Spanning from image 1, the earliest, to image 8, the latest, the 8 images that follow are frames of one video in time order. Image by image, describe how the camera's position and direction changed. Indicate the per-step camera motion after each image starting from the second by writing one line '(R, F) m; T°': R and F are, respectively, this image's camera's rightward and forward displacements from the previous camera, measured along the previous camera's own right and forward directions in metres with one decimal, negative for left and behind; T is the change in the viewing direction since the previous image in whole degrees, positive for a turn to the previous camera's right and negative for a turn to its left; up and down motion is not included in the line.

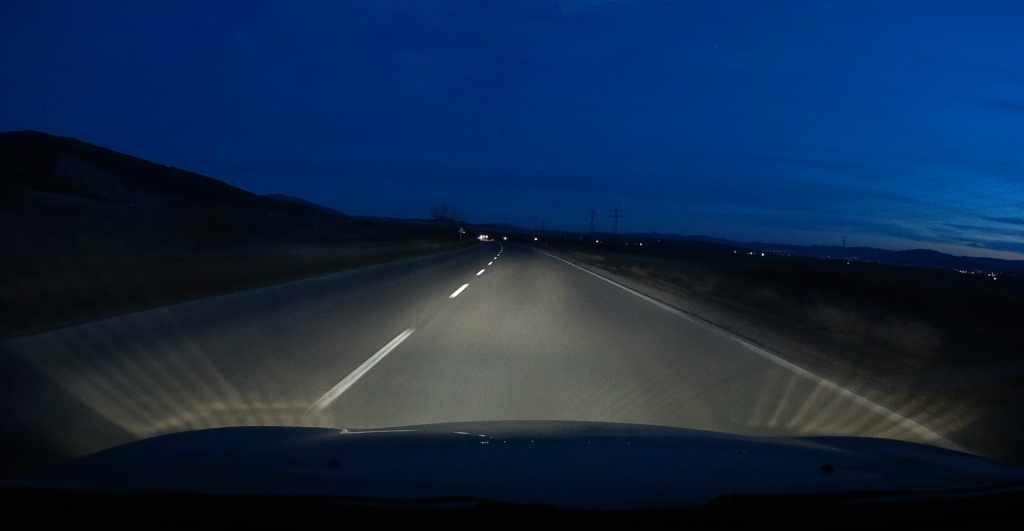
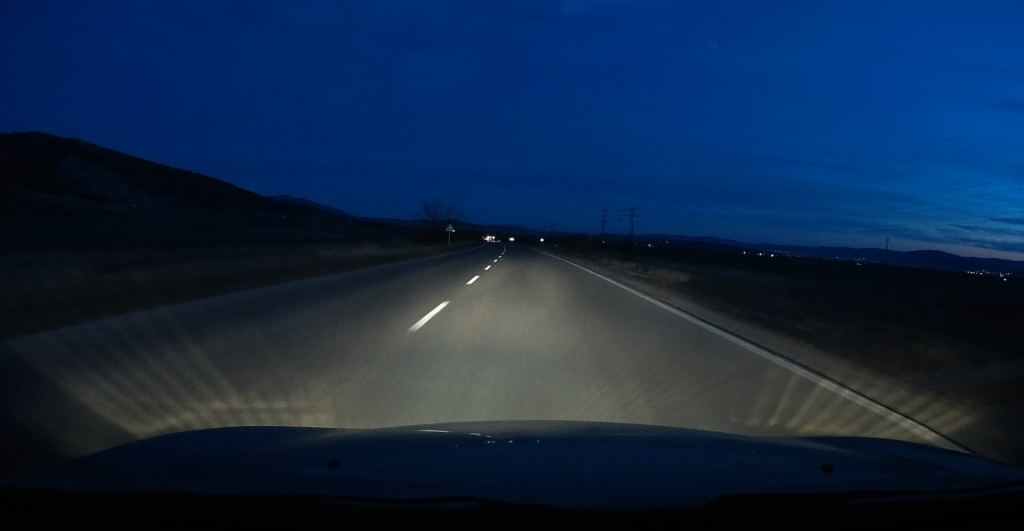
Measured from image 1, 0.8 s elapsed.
(-0.3, +19.2) m; -1°
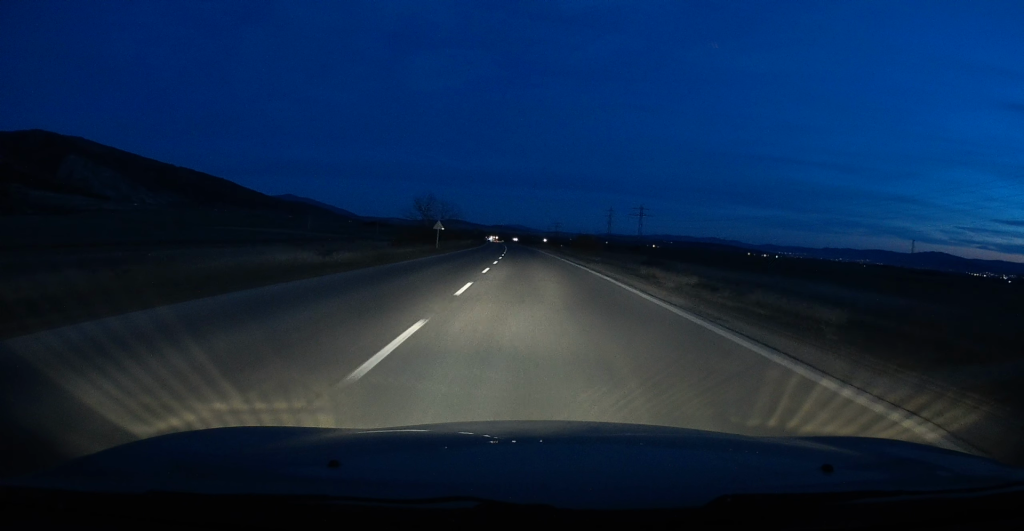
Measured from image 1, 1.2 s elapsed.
(0.0, +10.4) m; 0°
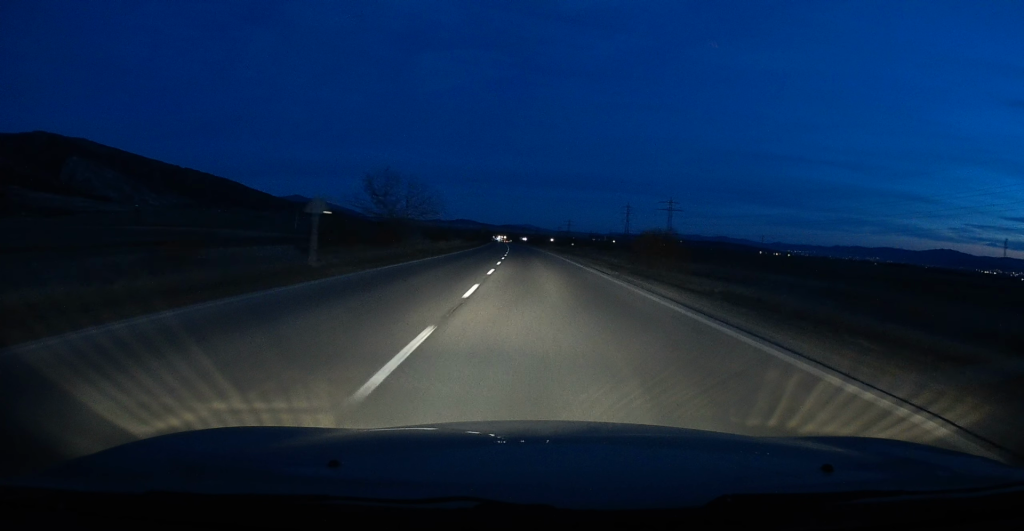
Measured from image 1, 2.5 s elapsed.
(+0.1, +31.3) m; -1°
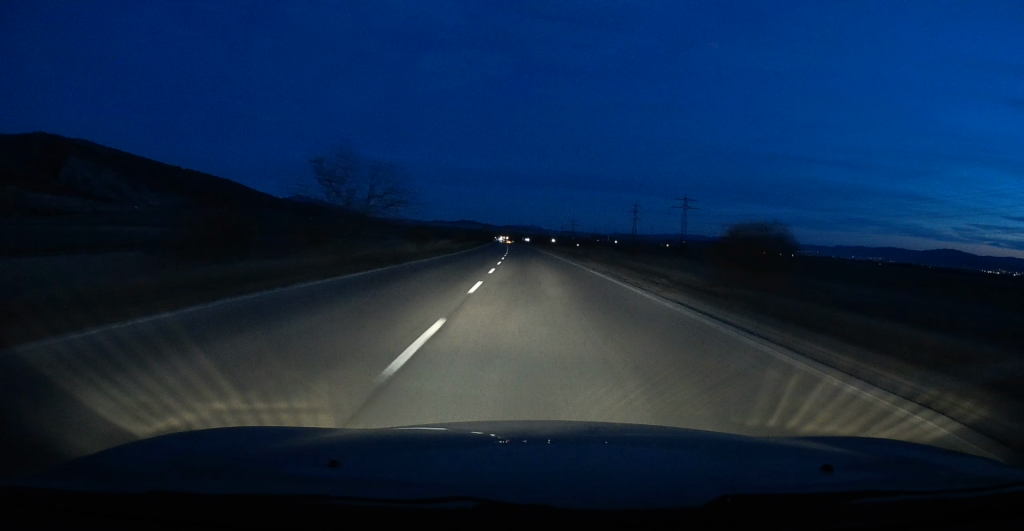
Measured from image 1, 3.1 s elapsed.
(0.0, +14.5) m; -1°
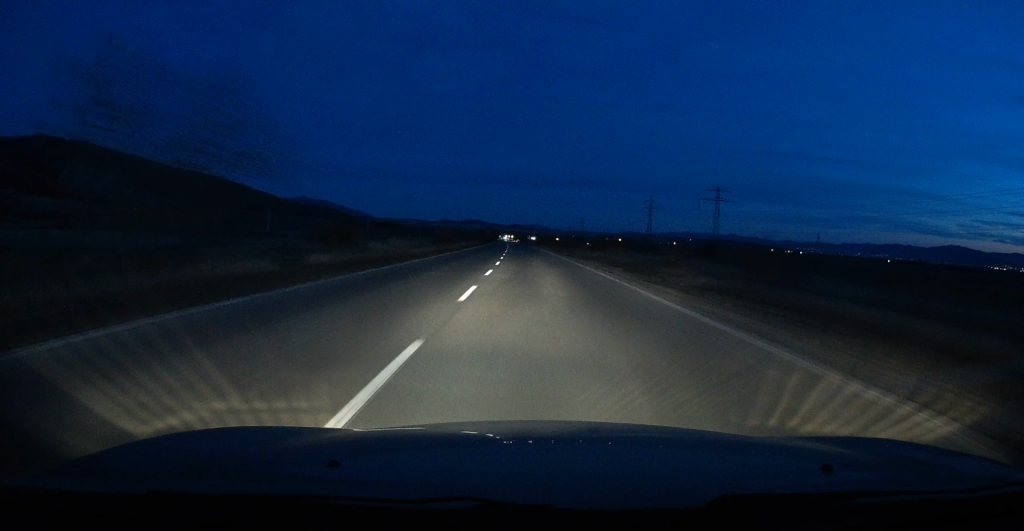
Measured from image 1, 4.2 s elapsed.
(-0.5, +24.8) m; -1°
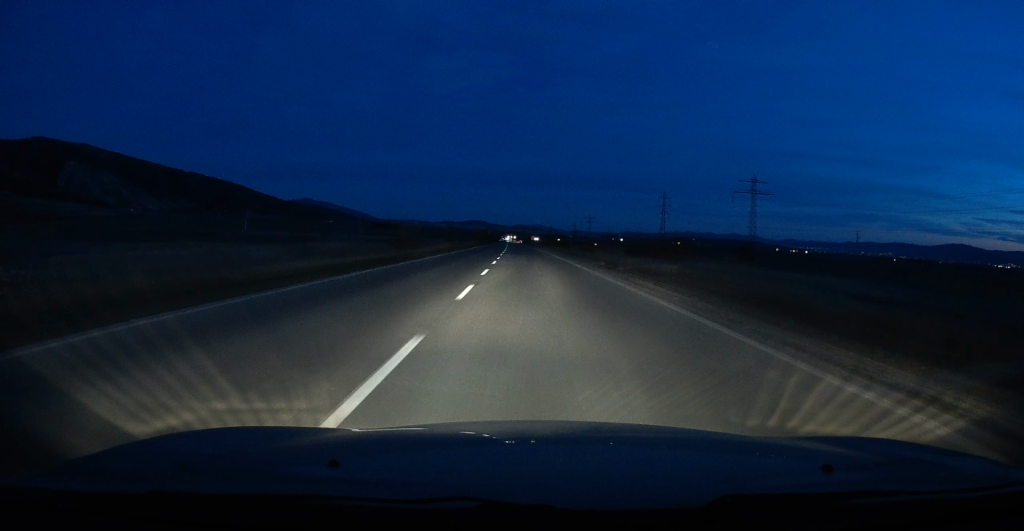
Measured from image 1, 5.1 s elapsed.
(+0.2, +22.4) m; 0°
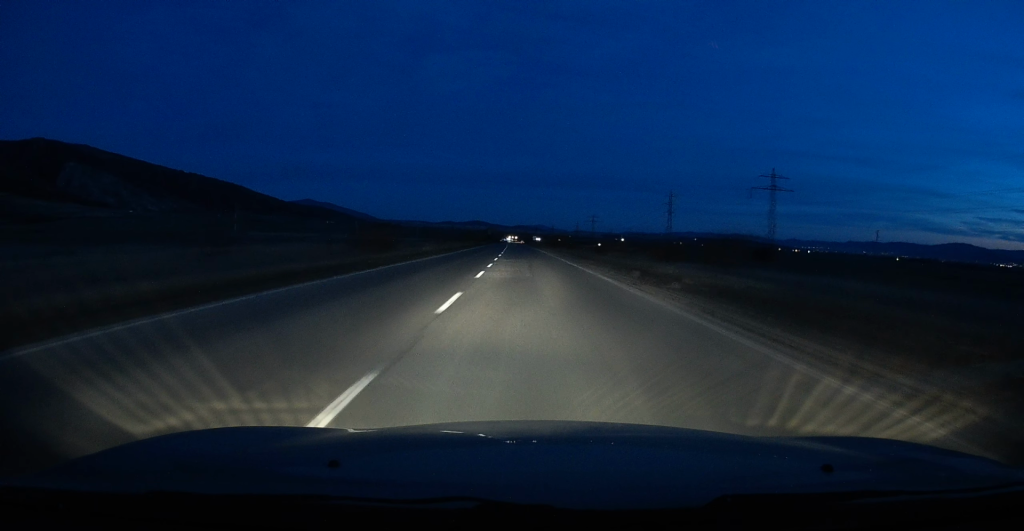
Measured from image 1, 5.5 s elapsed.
(-0.1, +9.6) m; 0°
